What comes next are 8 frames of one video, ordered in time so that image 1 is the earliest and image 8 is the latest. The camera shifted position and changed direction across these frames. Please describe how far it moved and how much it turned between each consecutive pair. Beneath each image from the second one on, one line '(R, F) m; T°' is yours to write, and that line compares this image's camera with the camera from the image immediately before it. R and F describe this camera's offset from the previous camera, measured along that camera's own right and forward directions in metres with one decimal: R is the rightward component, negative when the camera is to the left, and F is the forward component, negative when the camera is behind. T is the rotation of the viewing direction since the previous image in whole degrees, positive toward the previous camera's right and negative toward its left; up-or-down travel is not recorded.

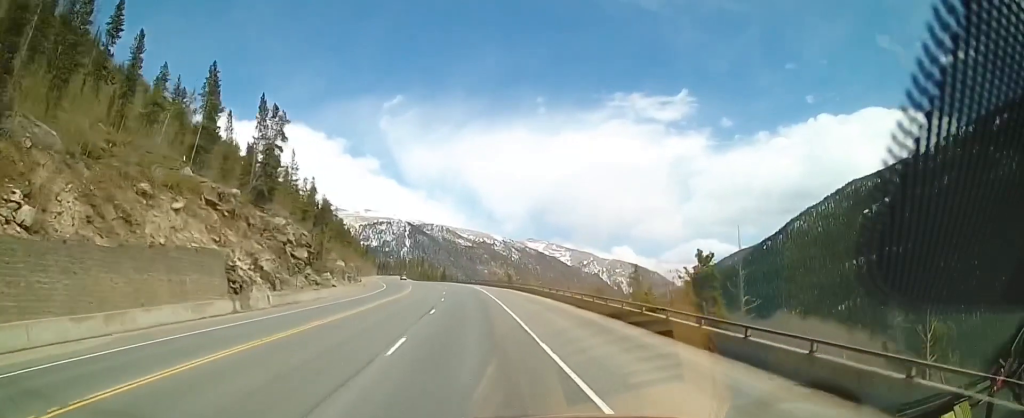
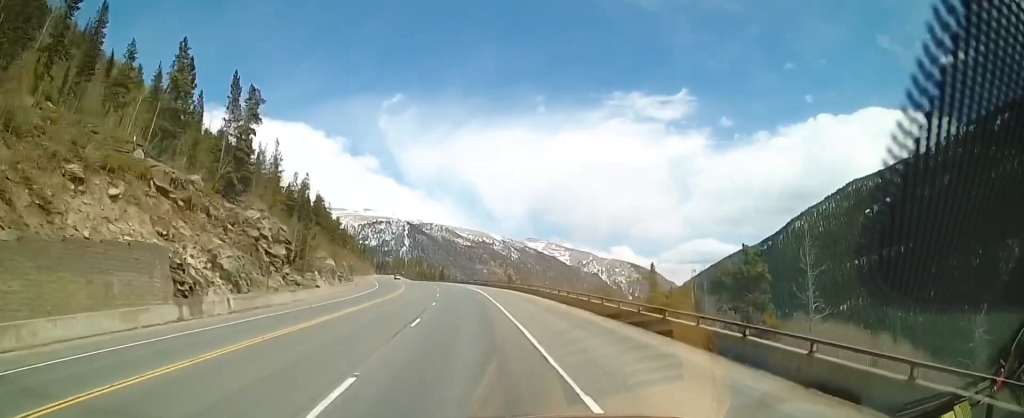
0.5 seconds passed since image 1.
(+0.1, +6.4) m; -1°
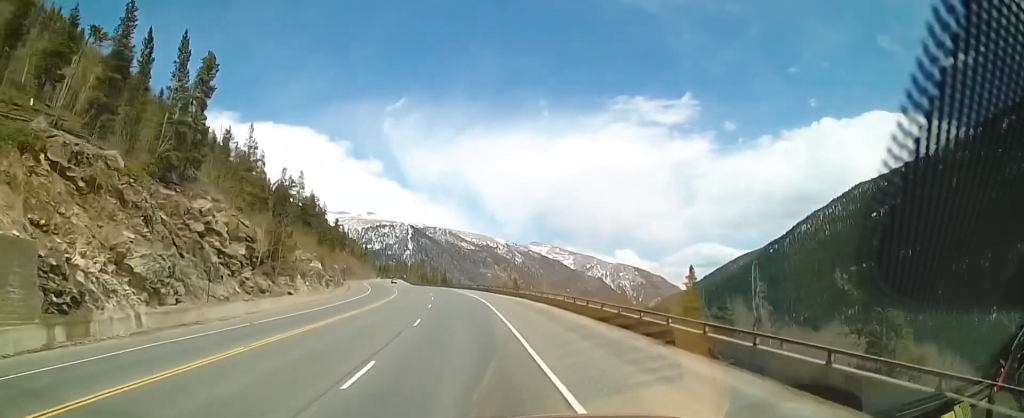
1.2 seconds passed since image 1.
(-0.2, +10.1) m; -2°
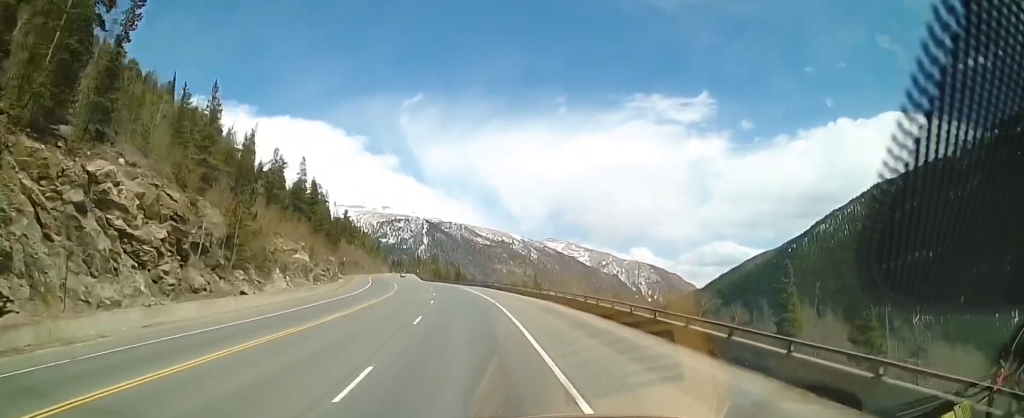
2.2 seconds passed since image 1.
(-0.3, +13.6) m; -1°
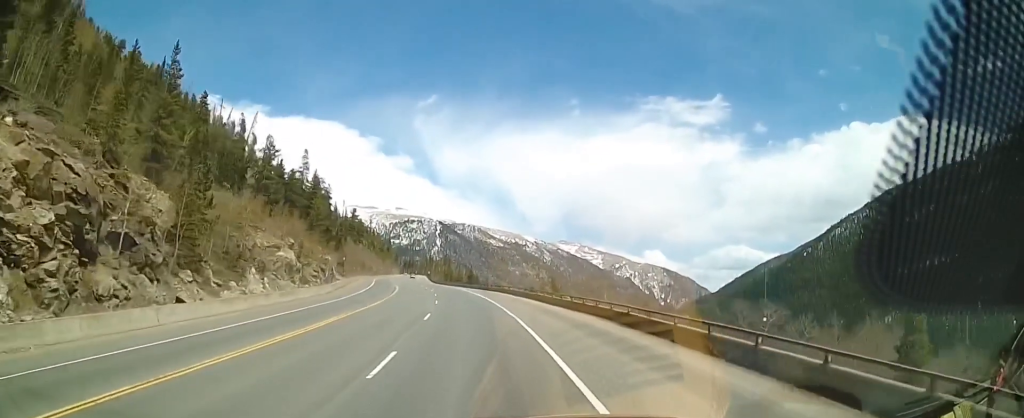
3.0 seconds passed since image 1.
(0.0, +10.3) m; 0°
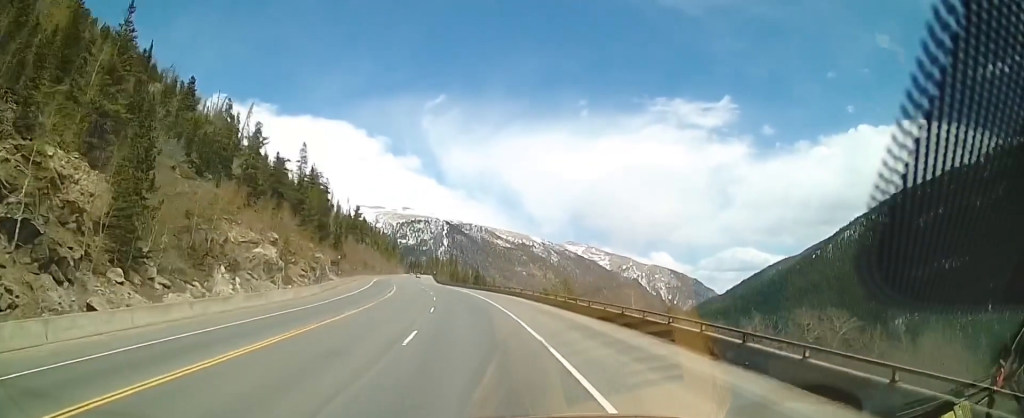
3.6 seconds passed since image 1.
(0.0, +8.1) m; 0°
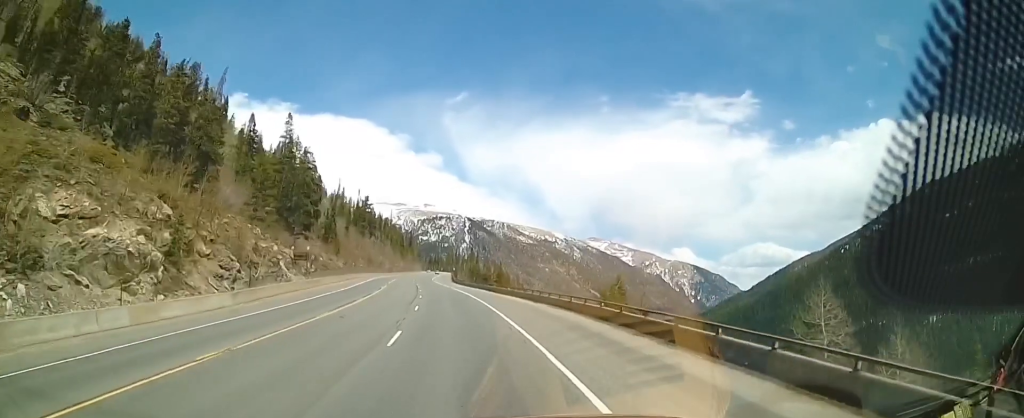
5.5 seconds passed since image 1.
(0.0, +26.4) m; -2°
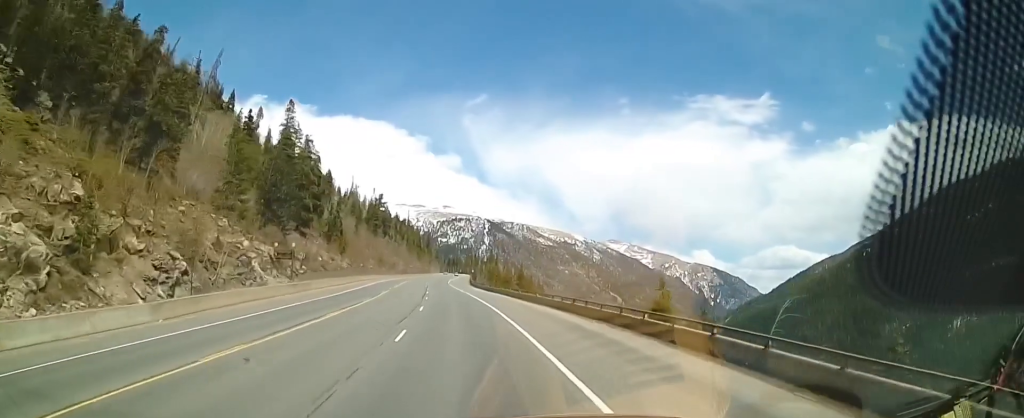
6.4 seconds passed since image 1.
(-0.4, +11.5) m; -3°
